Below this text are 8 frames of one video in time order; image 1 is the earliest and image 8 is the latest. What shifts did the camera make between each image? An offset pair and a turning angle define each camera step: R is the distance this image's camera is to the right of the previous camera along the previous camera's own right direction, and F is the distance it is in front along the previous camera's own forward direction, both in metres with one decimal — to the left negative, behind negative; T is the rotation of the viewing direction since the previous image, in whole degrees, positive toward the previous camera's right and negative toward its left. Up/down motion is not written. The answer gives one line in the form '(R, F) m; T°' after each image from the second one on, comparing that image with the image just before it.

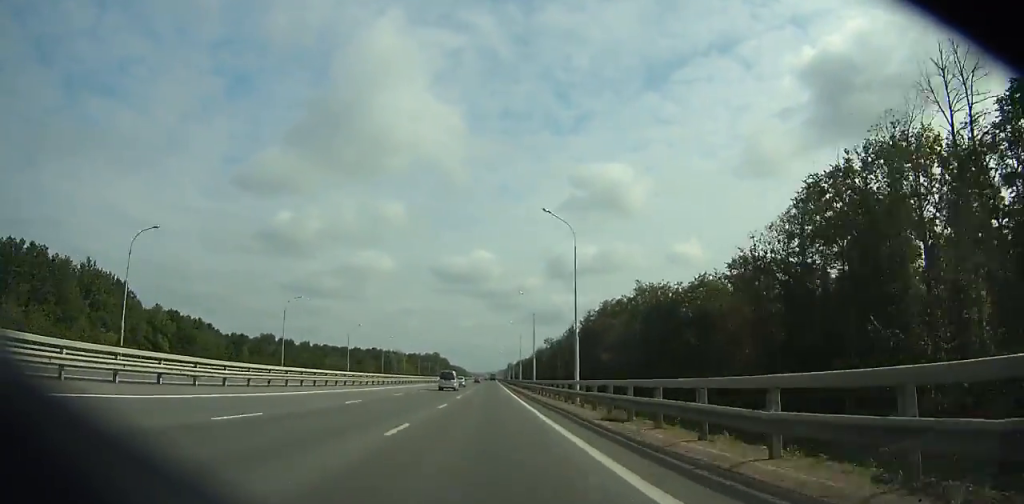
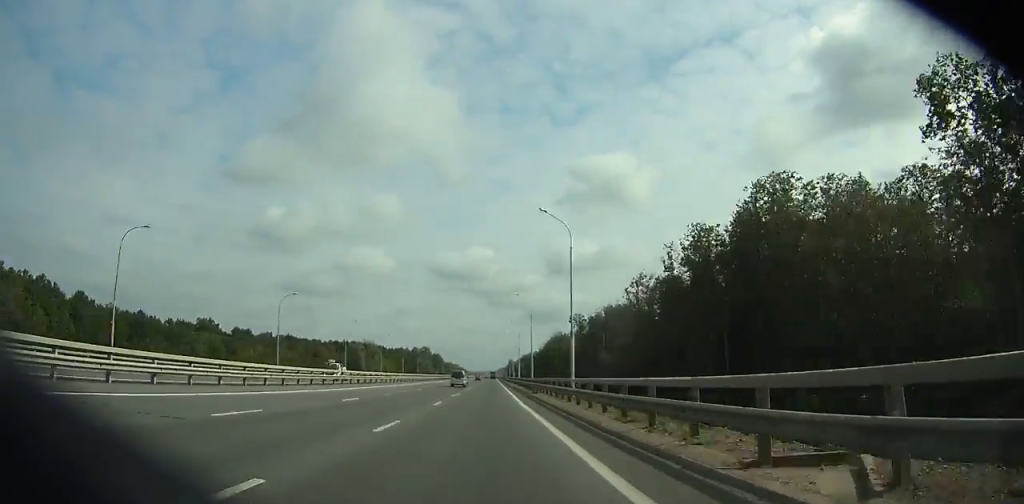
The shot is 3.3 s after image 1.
(0.0, +80.3) m; 0°
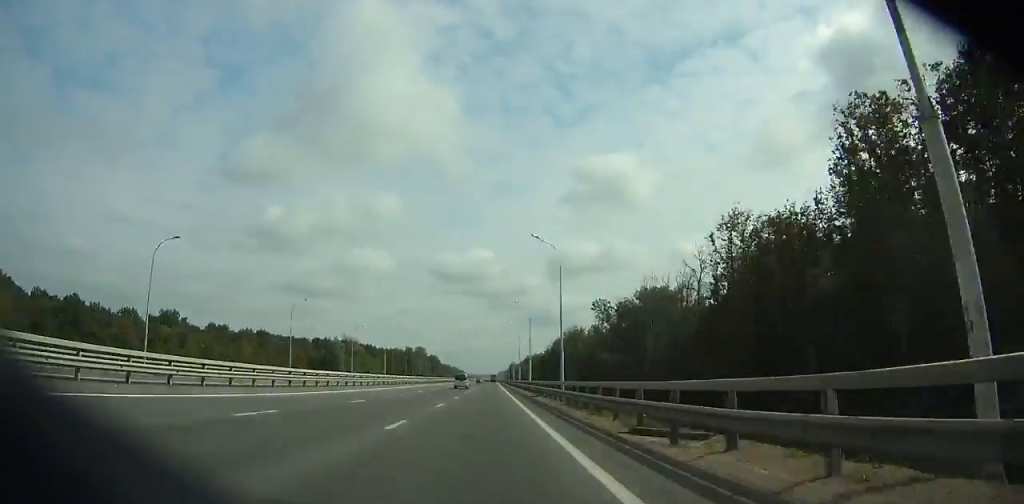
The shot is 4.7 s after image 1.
(0.0, +34.5) m; 0°
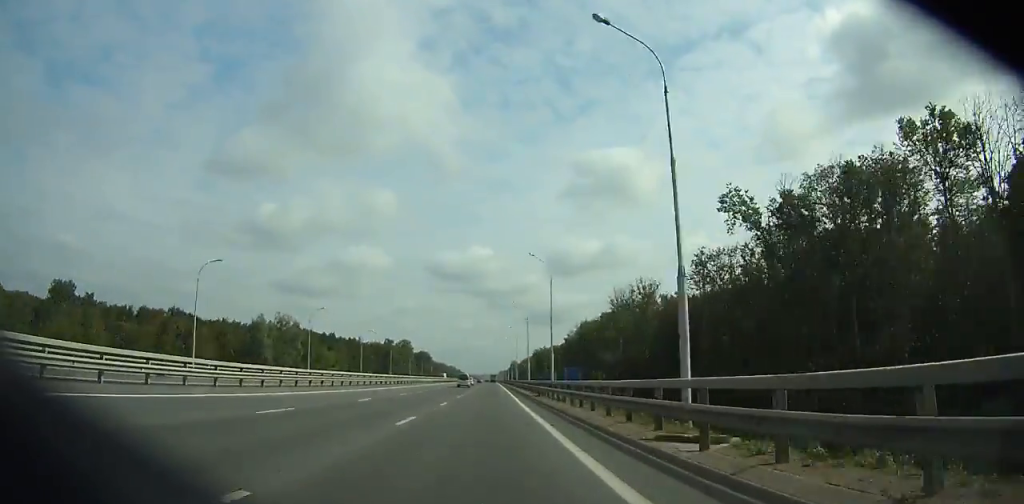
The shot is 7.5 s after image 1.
(-0.1, +69.5) m; 0°
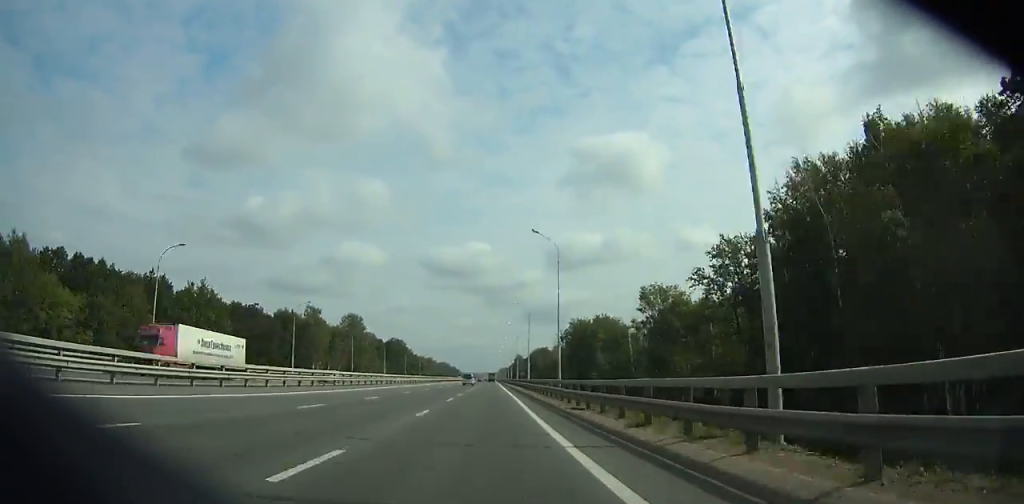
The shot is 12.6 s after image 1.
(-0.3, +127.0) m; 0°
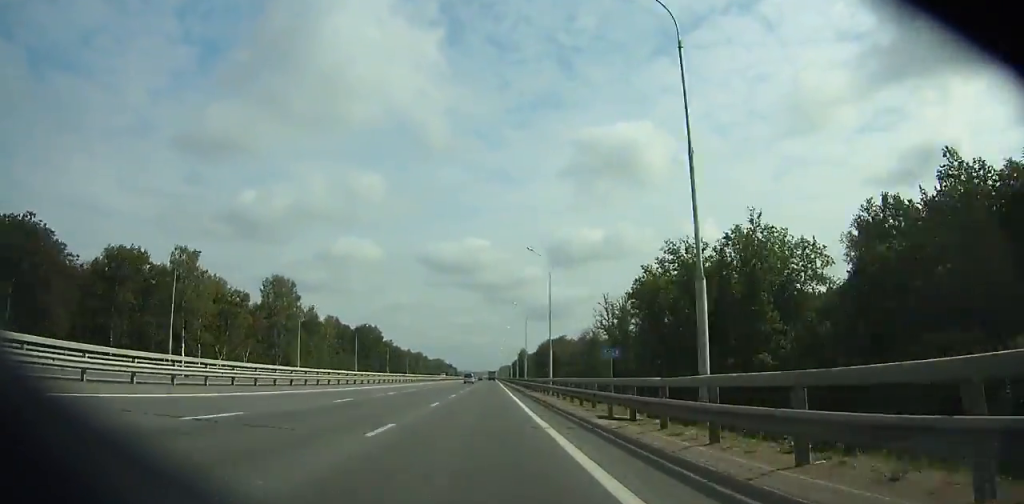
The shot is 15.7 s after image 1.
(+0.2, +76.5) m; 0°
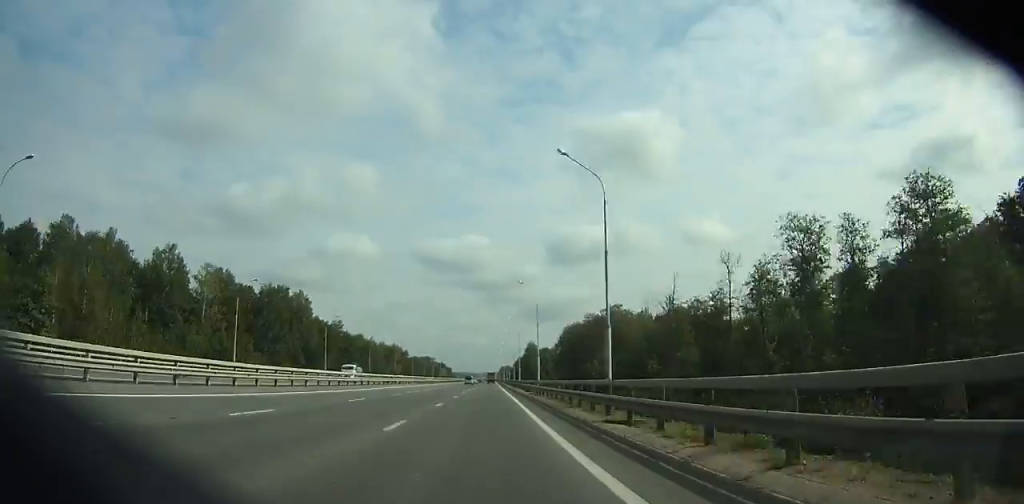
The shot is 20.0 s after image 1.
(0.0, +105.3) m; 0°
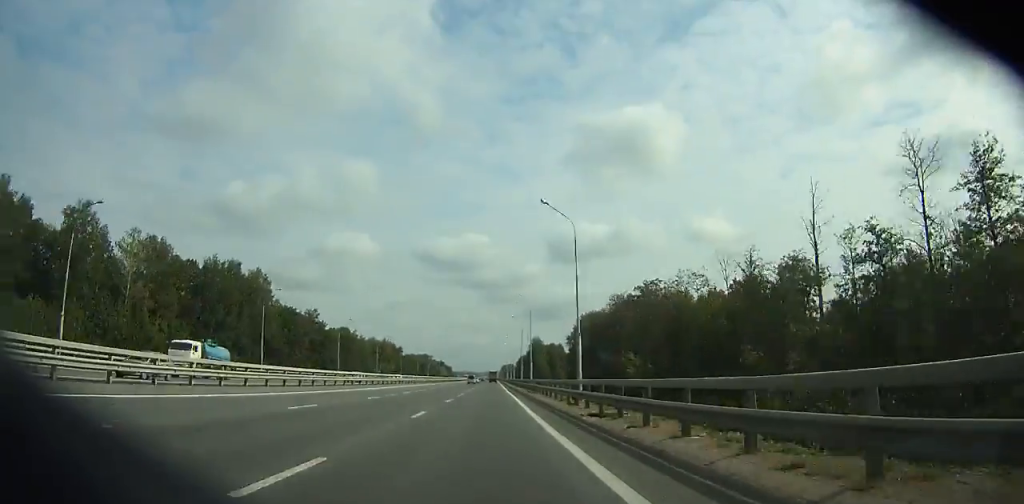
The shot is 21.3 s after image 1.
(-0.1, +31.8) m; 0°
